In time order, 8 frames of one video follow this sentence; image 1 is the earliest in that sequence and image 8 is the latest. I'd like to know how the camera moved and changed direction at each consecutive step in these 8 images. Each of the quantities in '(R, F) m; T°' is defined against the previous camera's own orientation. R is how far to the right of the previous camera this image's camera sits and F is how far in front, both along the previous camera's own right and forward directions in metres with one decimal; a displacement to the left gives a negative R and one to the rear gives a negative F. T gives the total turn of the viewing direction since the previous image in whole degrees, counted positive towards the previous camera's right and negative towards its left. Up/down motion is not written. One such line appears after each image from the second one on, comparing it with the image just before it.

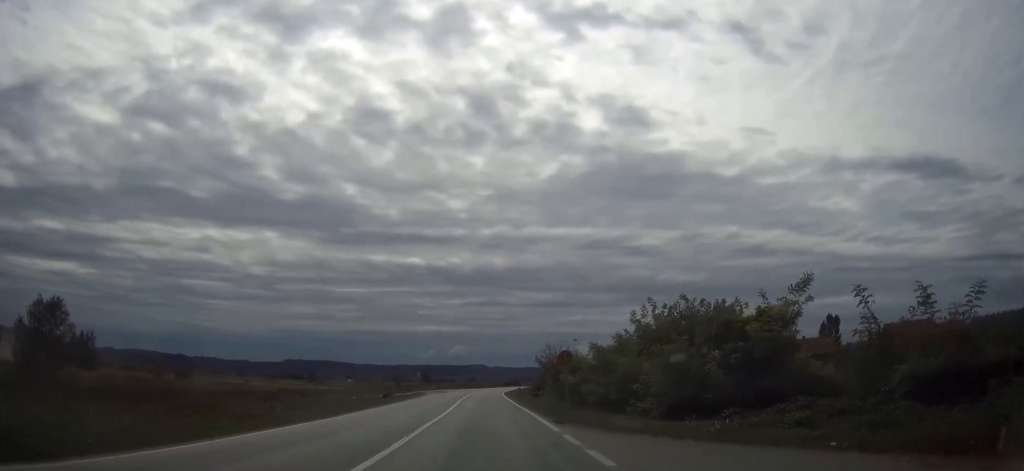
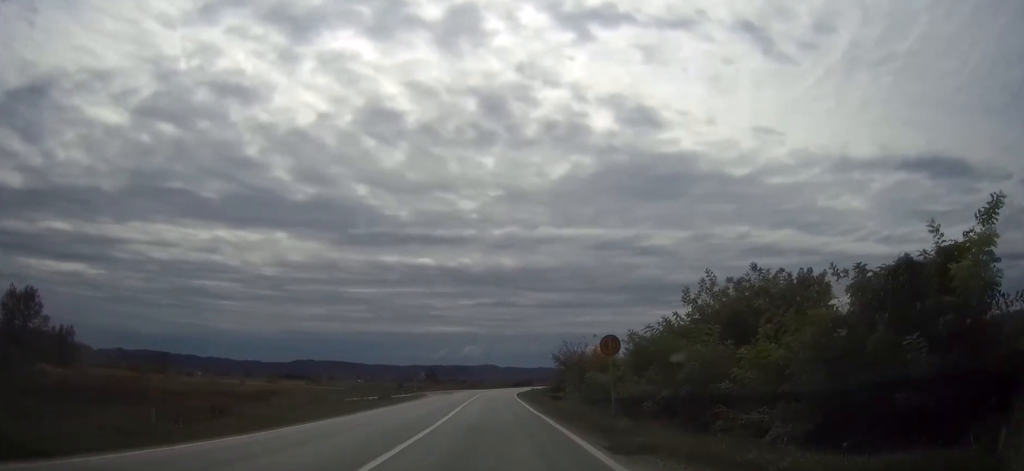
(-0.2, +8.8) m; -1°
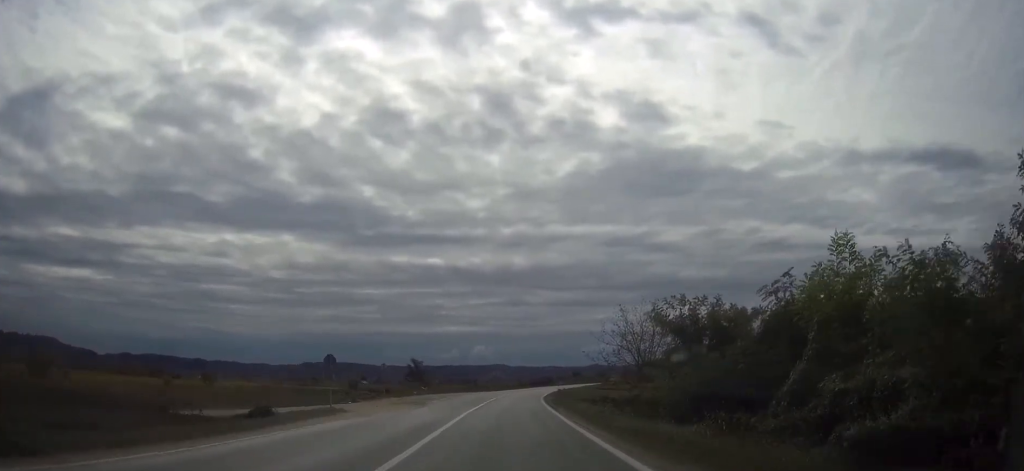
(-0.3, +35.8) m; 0°
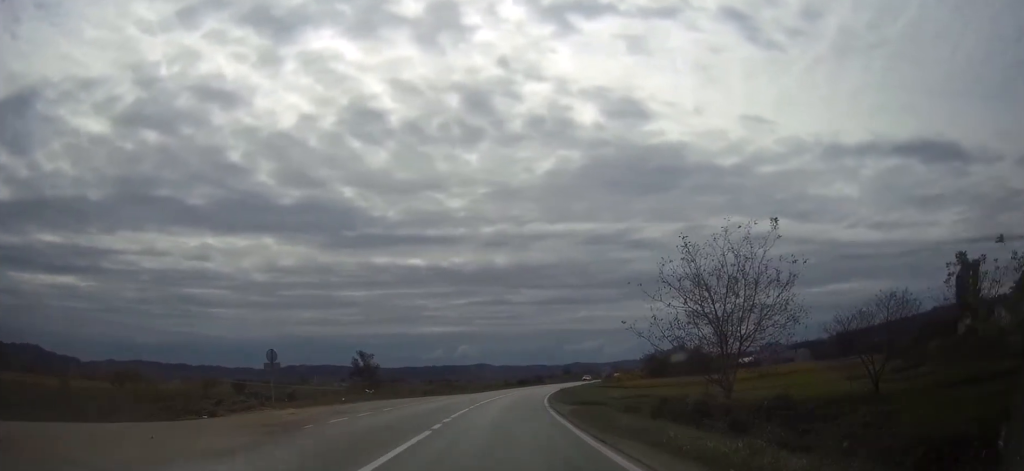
(+0.2, +24.2) m; +1°
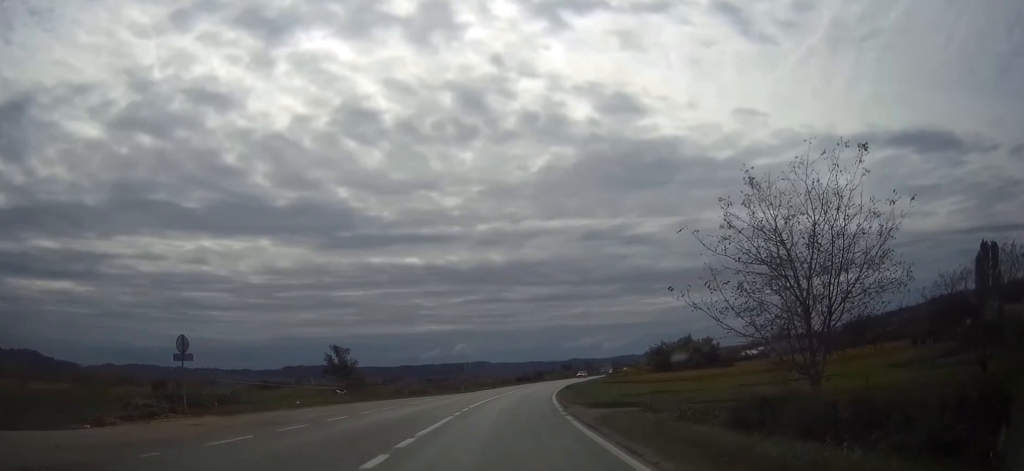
(0.0, +9.7) m; 0°
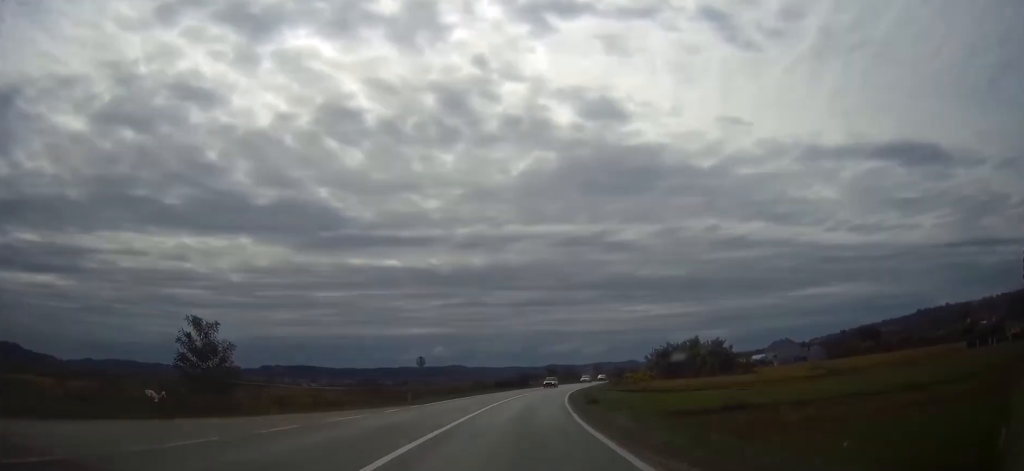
(+0.2, +23.7) m; +2°
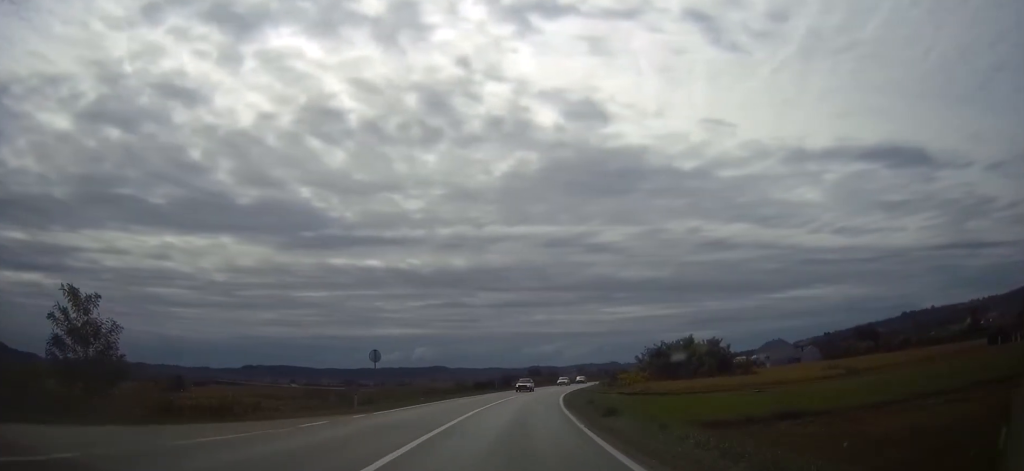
(+0.2, +9.7) m; +1°
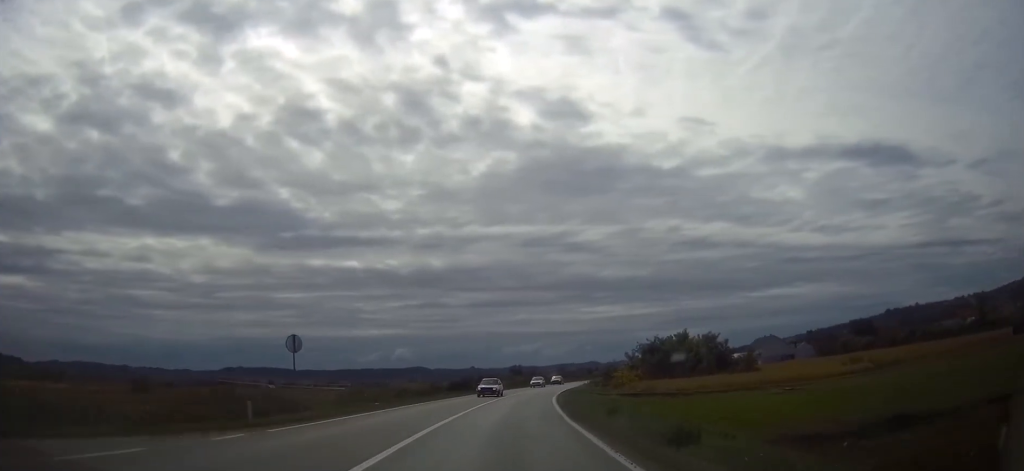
(+0.1, +10.4) m; +1°
